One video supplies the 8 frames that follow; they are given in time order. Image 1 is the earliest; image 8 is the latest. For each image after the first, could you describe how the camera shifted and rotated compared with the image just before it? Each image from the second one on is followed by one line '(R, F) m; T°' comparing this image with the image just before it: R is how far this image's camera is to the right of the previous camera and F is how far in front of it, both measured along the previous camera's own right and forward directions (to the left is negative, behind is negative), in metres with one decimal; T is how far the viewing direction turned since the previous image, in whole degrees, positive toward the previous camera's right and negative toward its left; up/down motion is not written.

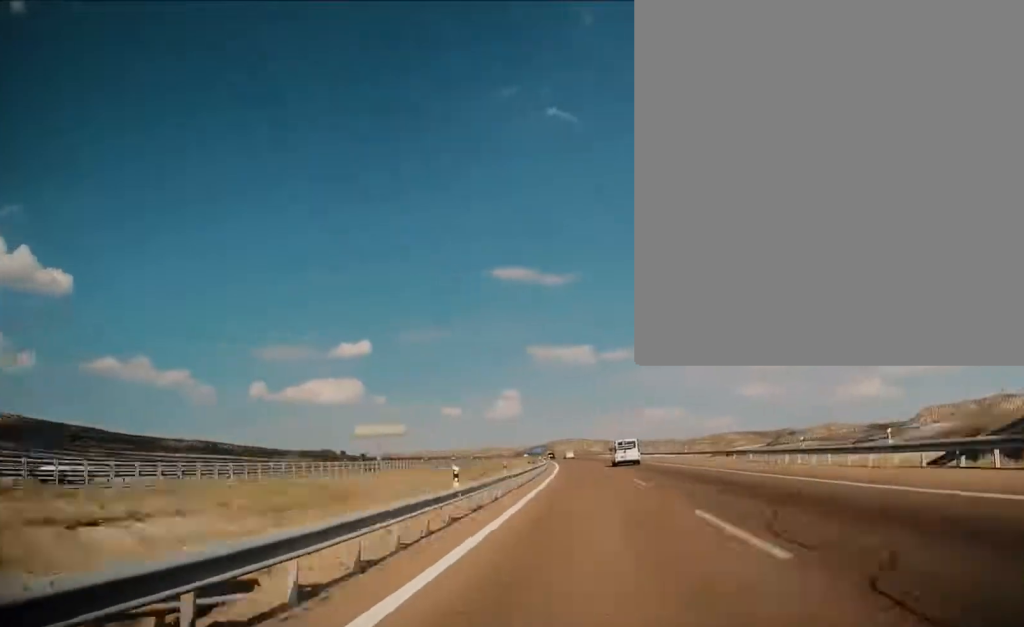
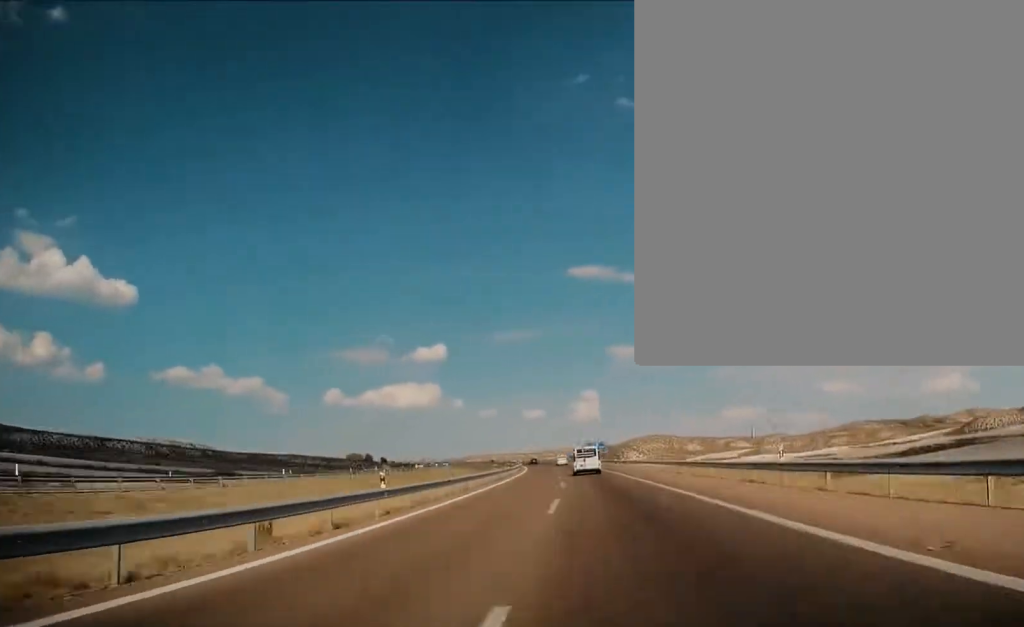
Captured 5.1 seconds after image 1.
(-12.7, +186.4) m; -7°
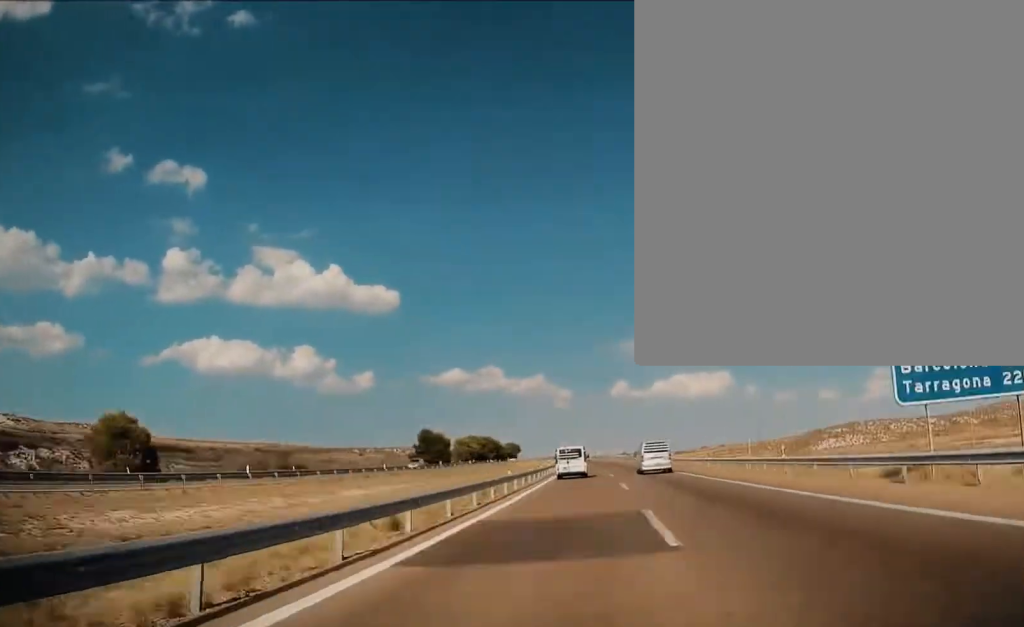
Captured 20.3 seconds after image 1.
(-99.4, +553.4) m; -16°
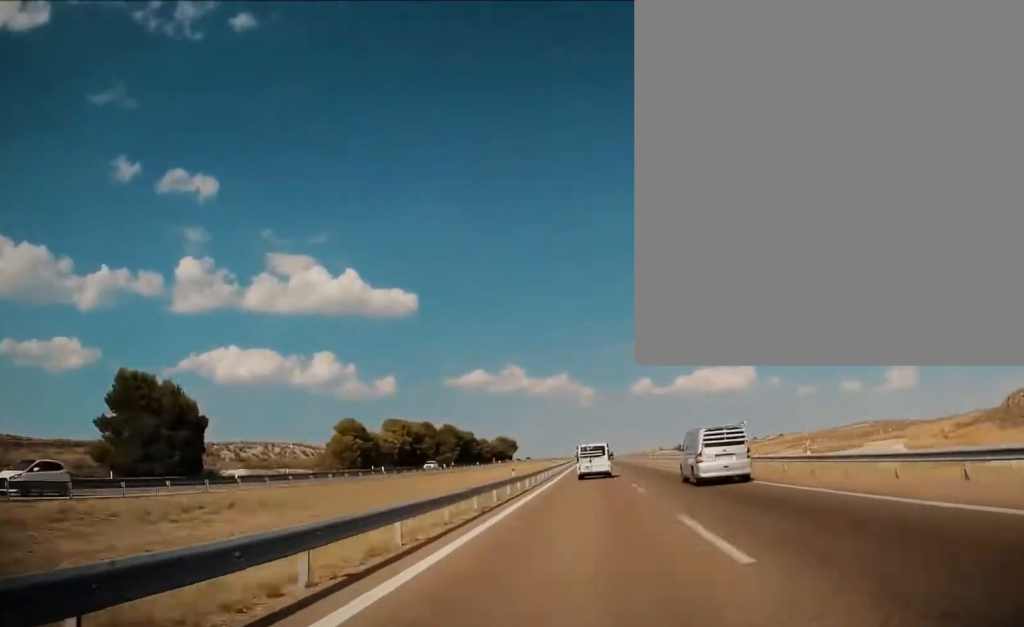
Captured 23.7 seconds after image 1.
(-6.0, +129.4) m; +1°
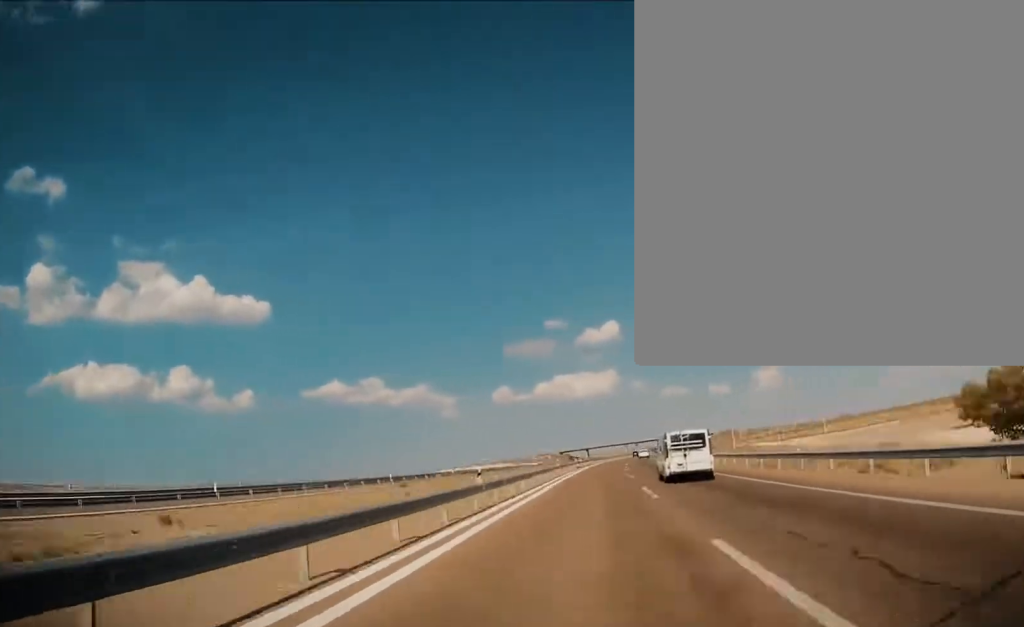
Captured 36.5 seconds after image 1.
(+40.1, +478.5) m; +13°
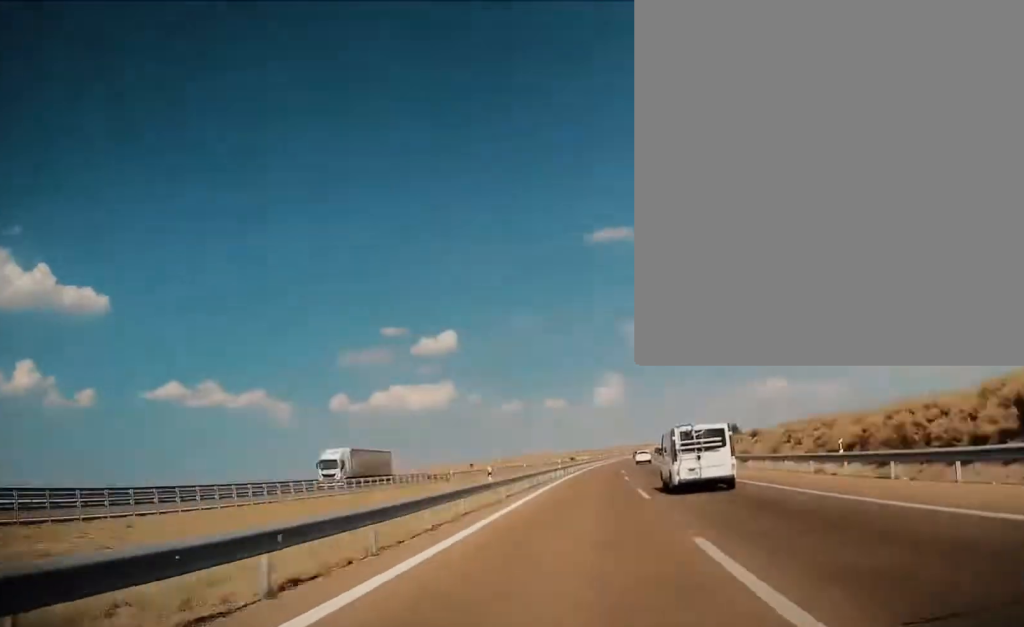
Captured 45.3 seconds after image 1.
(+39.6, +335.5) m; +13°
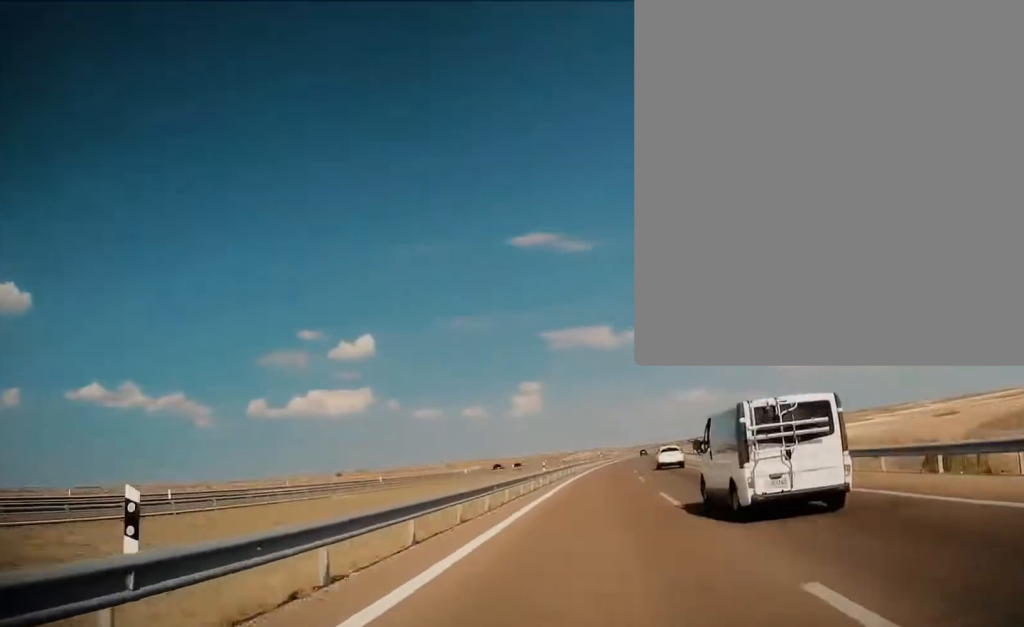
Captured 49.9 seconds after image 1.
(+3.6, +177.9) m; +7°
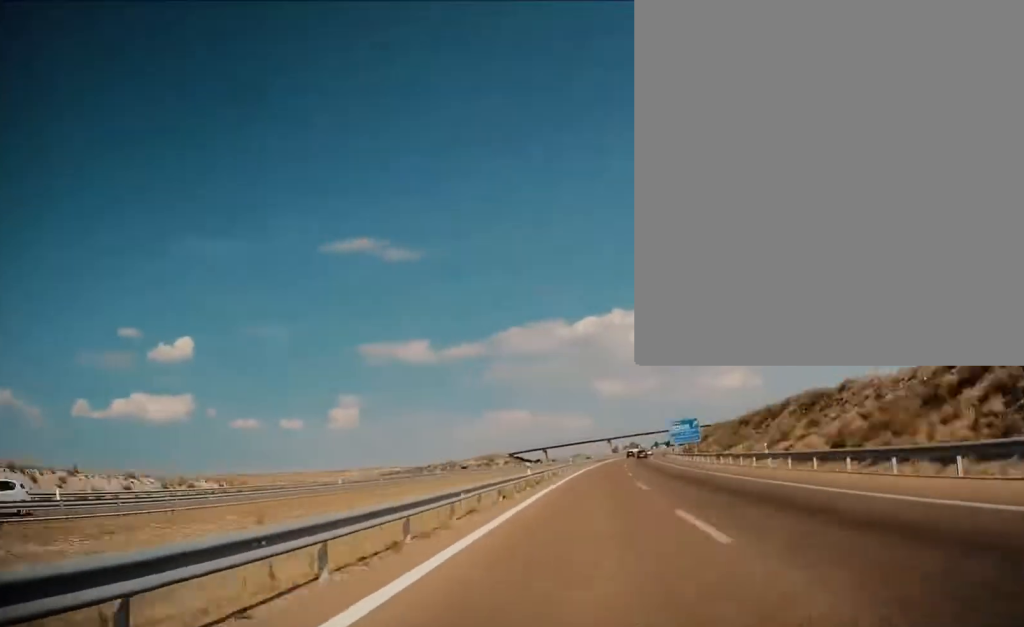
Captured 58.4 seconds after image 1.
(+38.9, +341.8) m; +13°
